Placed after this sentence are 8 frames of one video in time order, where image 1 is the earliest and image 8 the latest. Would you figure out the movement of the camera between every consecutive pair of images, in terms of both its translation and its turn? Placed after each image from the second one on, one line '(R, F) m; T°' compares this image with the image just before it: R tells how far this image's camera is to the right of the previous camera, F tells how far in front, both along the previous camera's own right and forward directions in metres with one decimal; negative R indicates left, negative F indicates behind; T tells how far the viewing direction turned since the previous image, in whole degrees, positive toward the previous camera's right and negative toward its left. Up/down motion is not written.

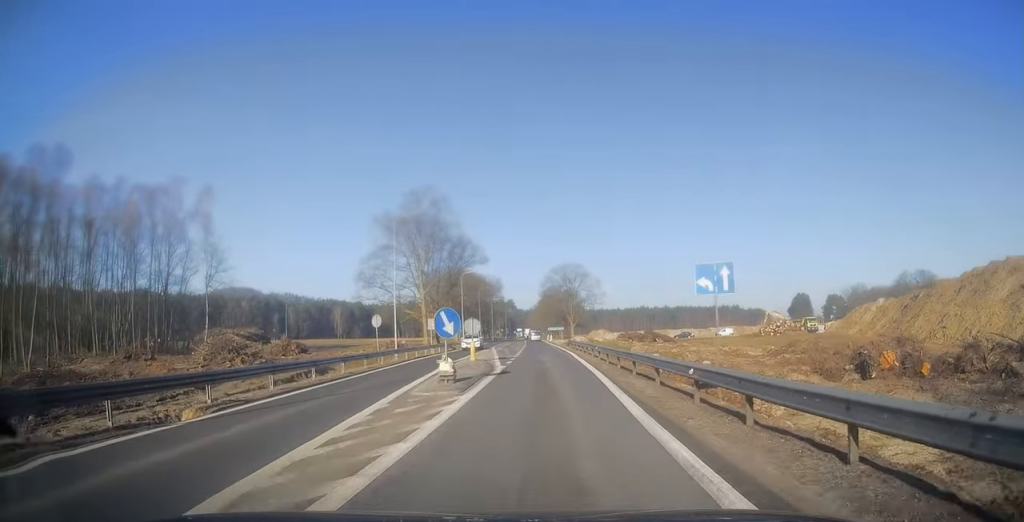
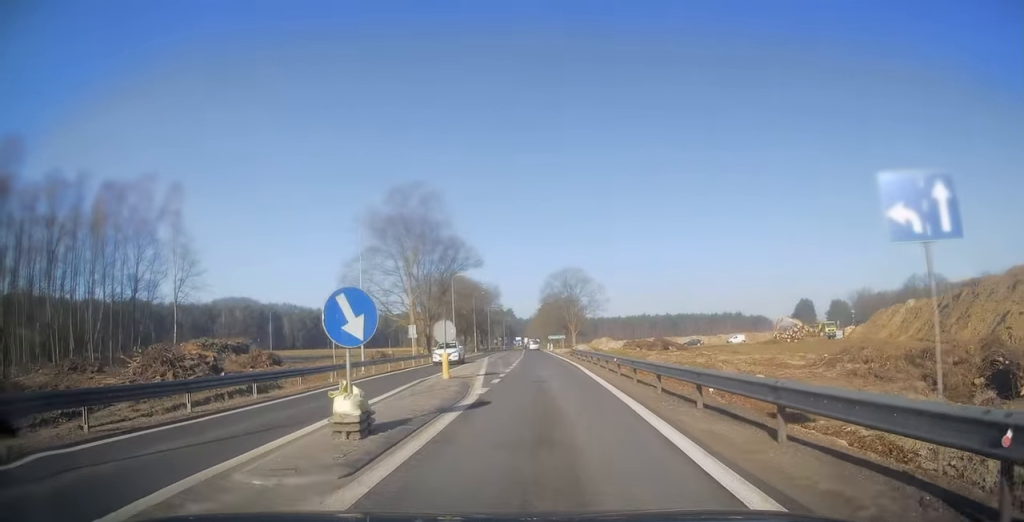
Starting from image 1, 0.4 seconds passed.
(-0.2, +8.2) m; -1°
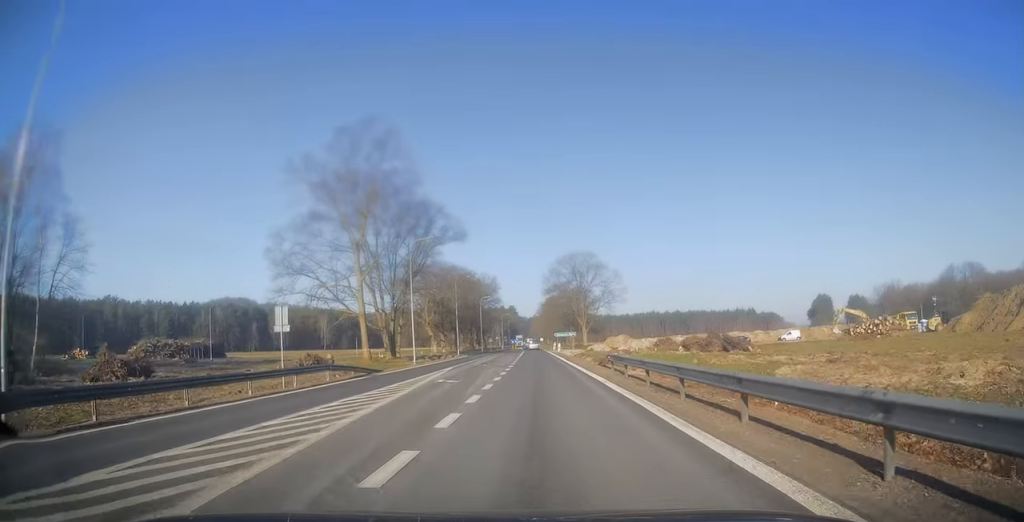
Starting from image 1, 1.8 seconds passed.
(-0.8, +26.3) m; -2°
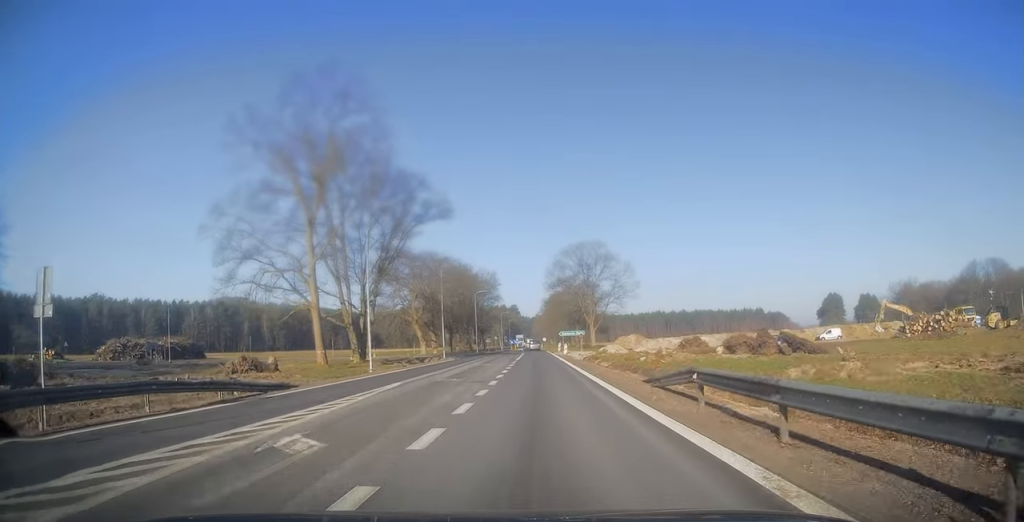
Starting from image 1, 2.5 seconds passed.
(+0.2, +13.5) m; 0°
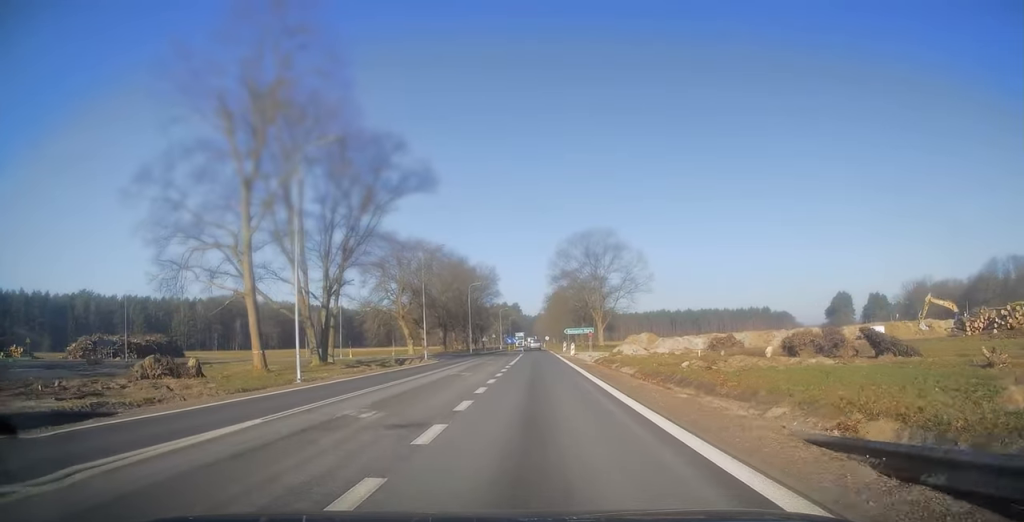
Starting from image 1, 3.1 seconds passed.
(+0.1, +11.4) m; 0°
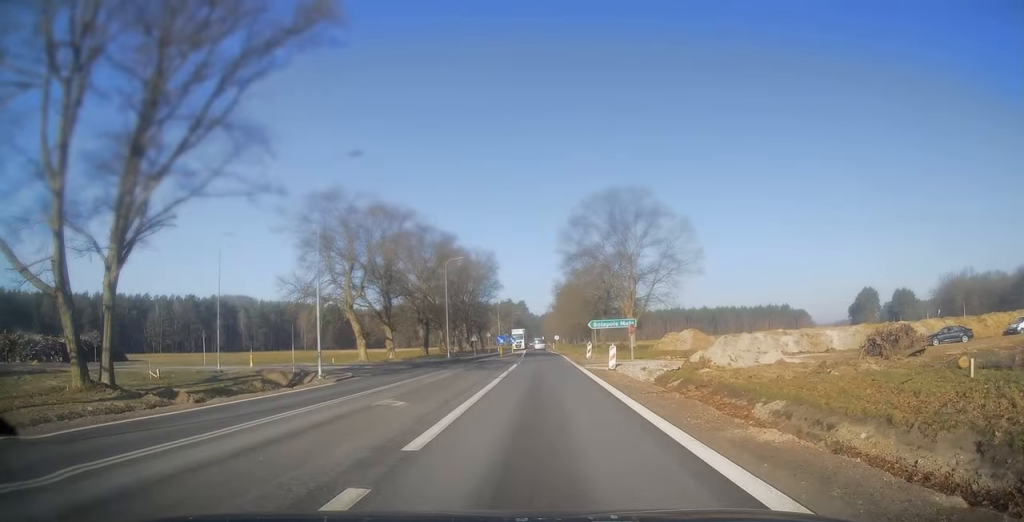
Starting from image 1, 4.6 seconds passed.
(-0.1, +27.3) m; 0°
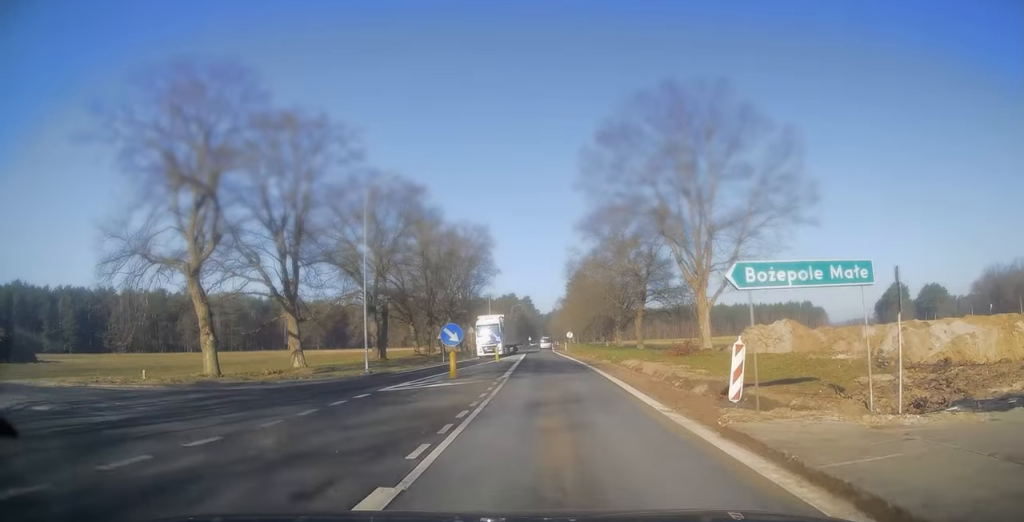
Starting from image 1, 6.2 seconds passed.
(-0.3, +31.0) m; -1°
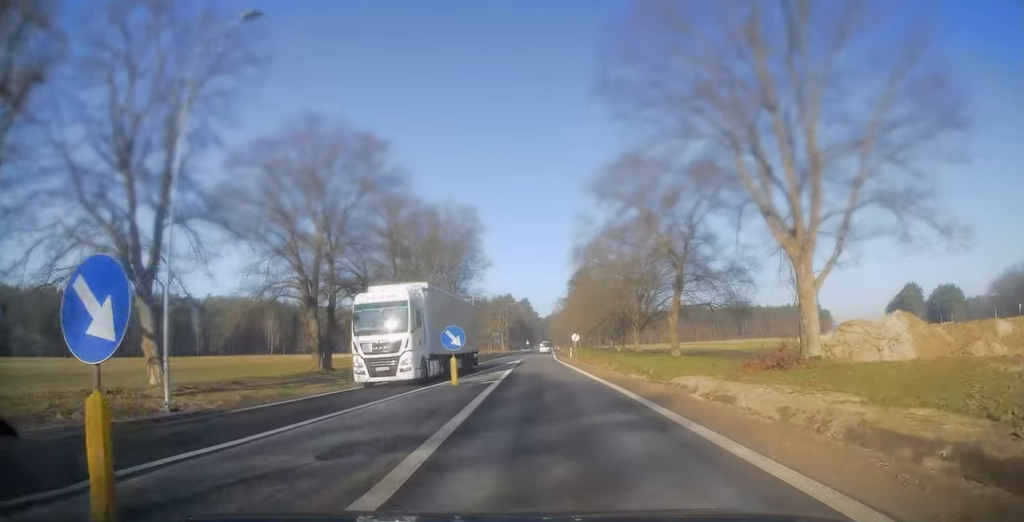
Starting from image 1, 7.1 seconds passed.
(0.0, +17.9) m; 0°
